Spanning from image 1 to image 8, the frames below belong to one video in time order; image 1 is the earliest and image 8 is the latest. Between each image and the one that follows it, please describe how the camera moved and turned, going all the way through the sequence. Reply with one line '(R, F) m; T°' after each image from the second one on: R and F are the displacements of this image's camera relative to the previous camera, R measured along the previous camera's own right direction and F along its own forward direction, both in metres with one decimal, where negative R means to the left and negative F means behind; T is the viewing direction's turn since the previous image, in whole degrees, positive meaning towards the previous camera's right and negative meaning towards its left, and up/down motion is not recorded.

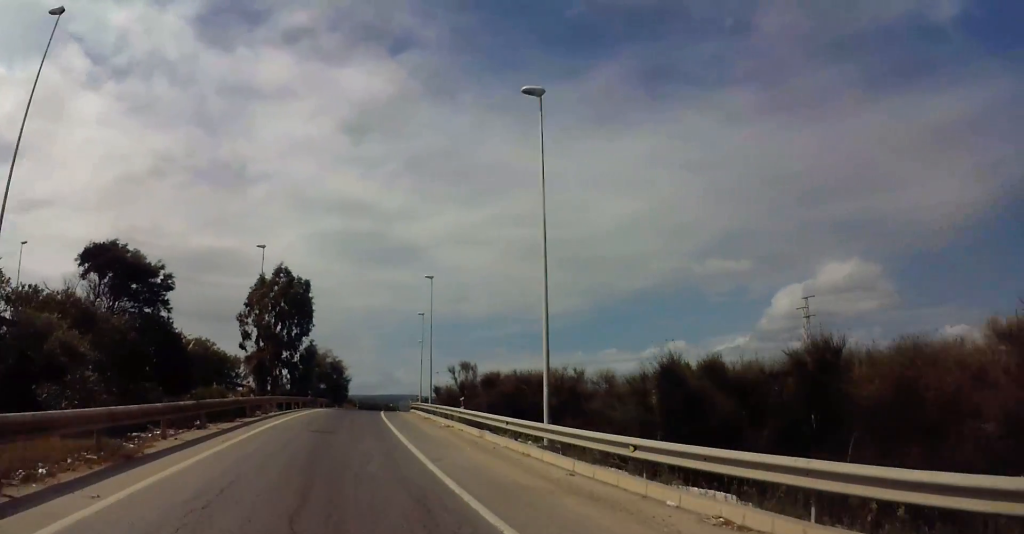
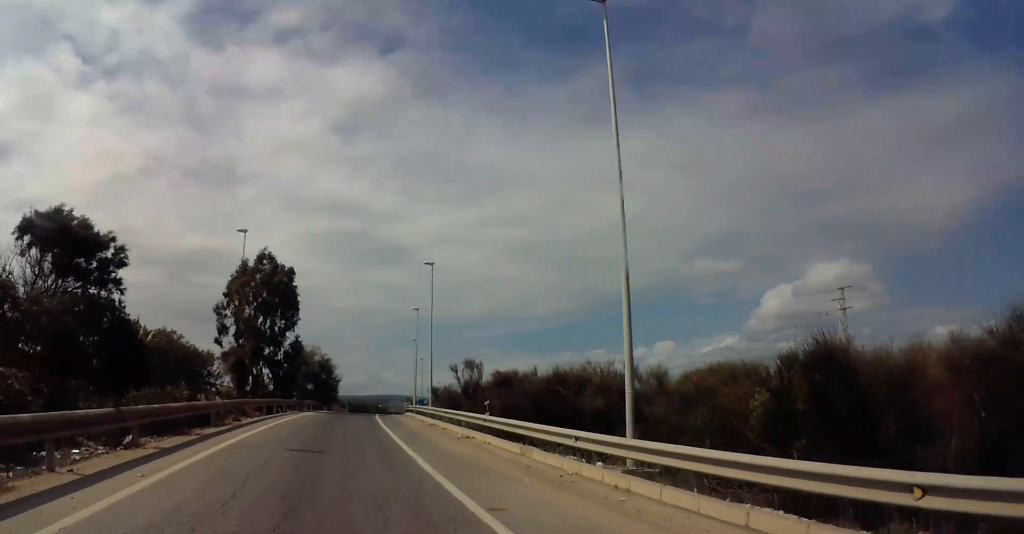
(+0.5, +5.7) m; +2°
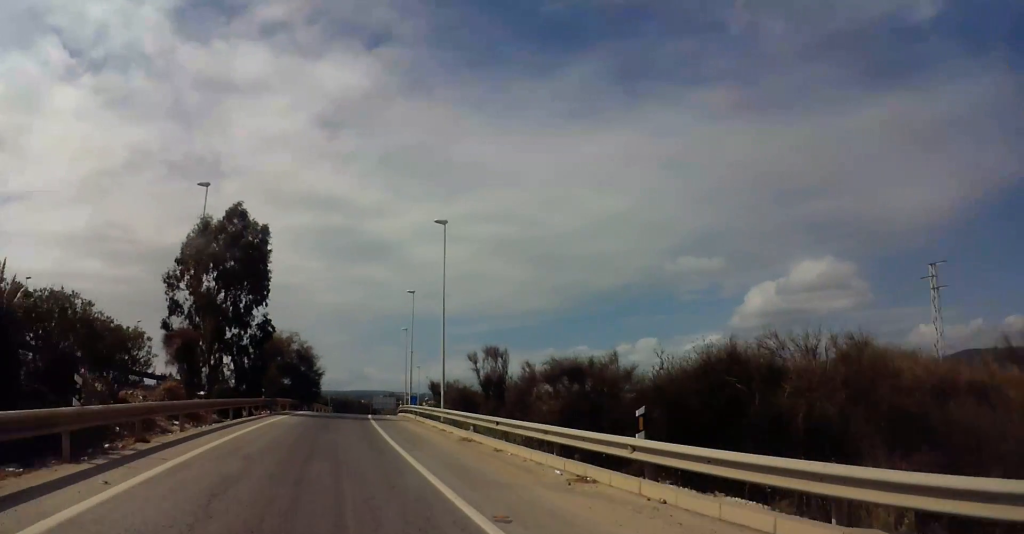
(+0.5, +10.5) m; +2°
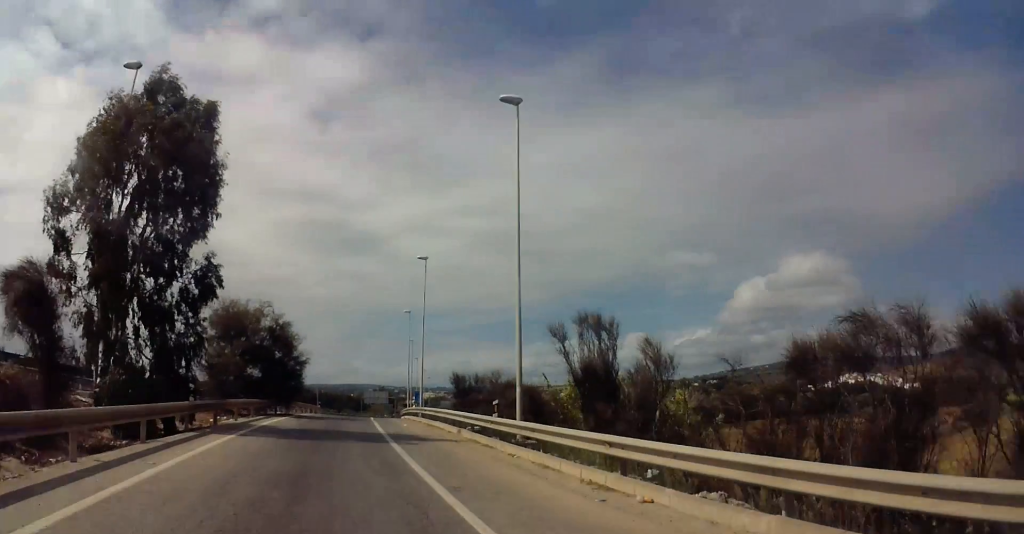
(-0.1, +15.2) m; -1°
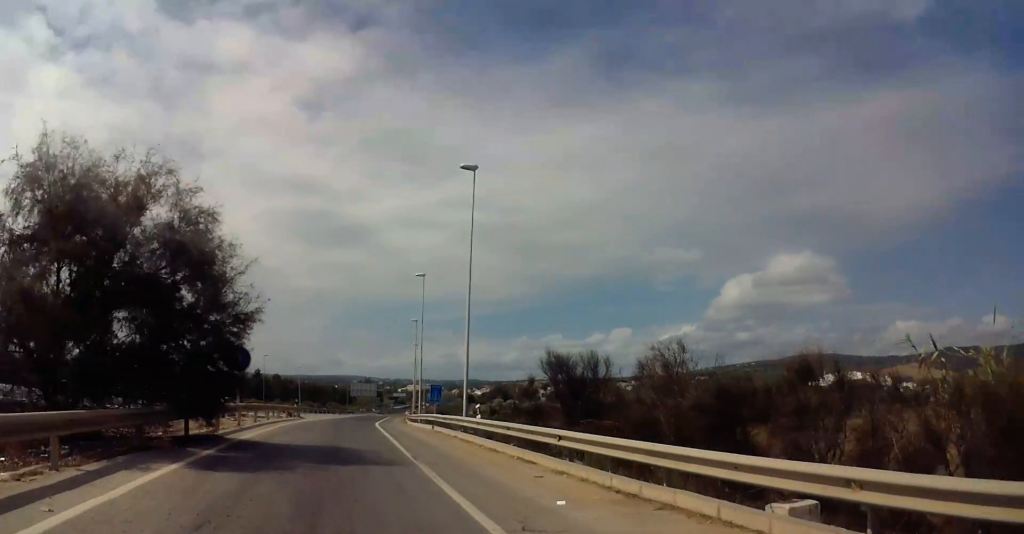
(0.0, +20.5) m; +3°
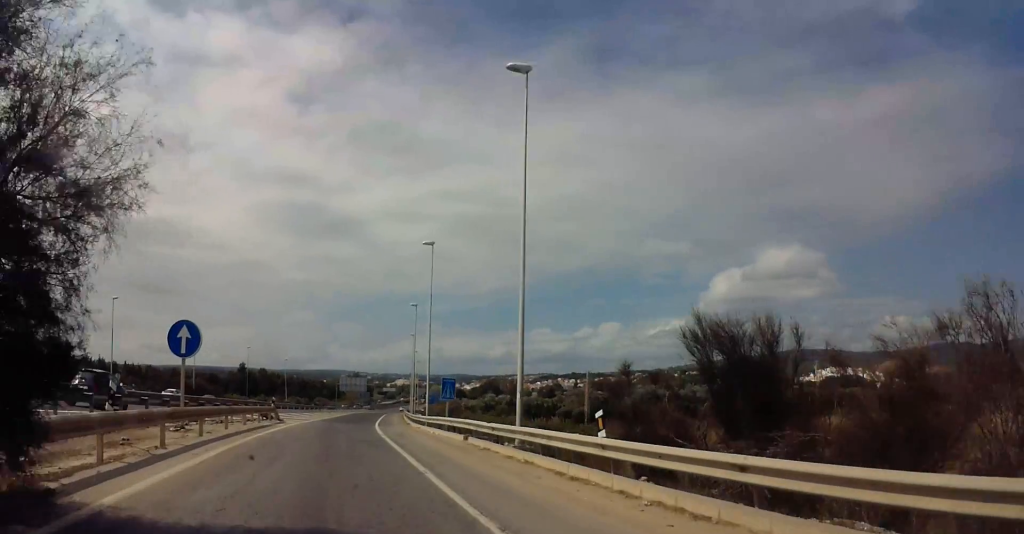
(+0.3, +10.0) m; +2°
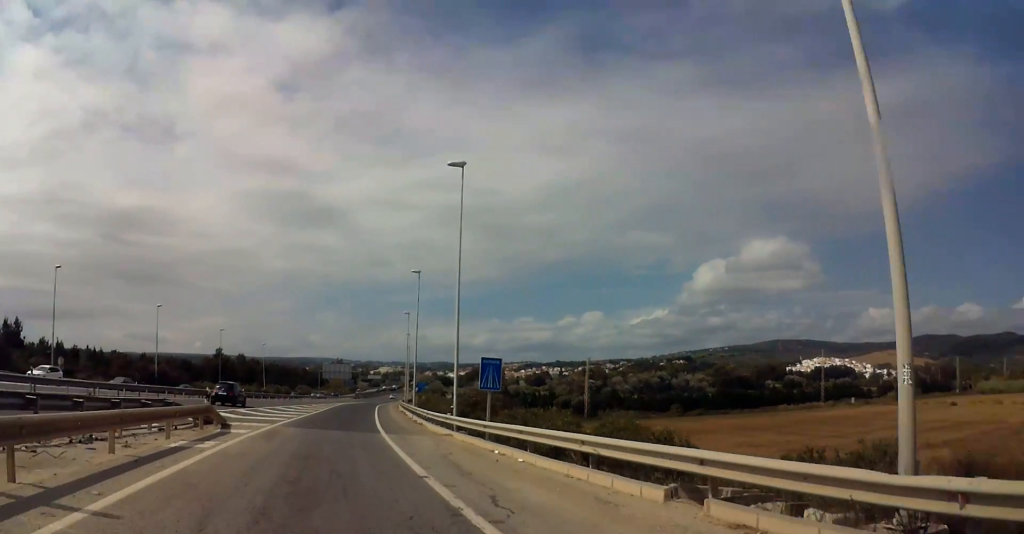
(0.0, +15.3) m; 0°
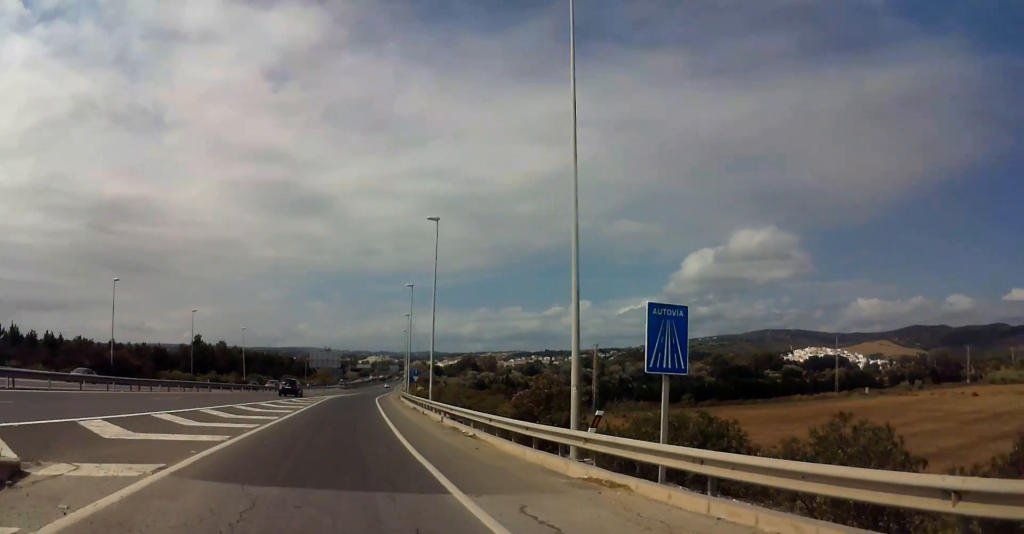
(+0.2, +16.2) m; +2°
